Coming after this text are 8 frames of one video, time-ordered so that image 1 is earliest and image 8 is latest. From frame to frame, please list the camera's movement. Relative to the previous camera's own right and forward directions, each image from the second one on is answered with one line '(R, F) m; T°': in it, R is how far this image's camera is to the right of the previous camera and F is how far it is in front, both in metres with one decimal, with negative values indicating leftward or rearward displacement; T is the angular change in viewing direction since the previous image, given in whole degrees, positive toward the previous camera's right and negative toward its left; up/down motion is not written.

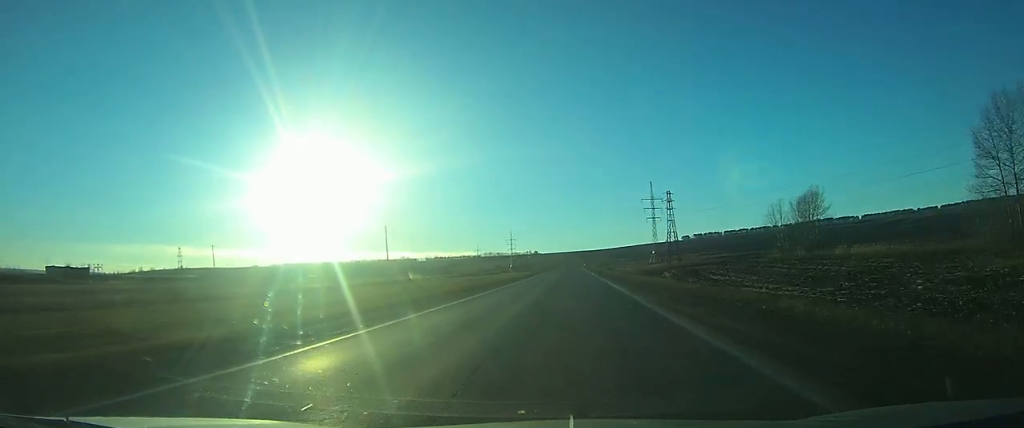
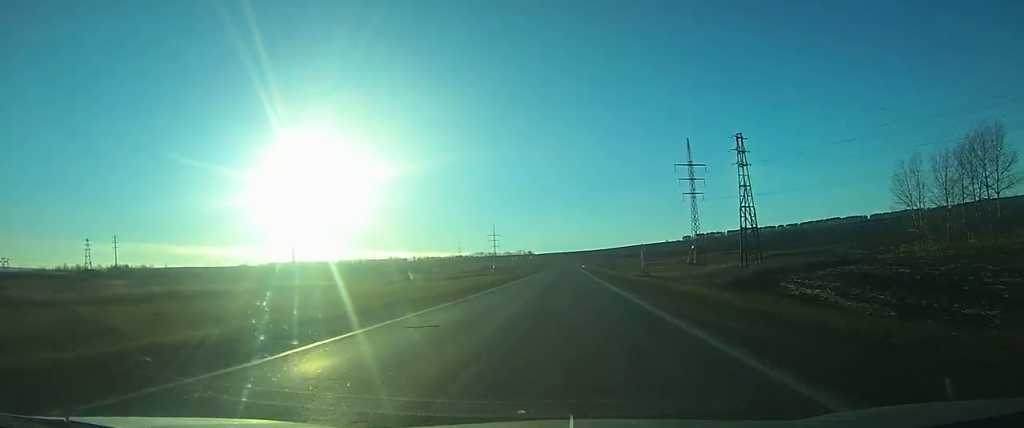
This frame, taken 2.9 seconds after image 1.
(+0.2, +68.1) m; 0°
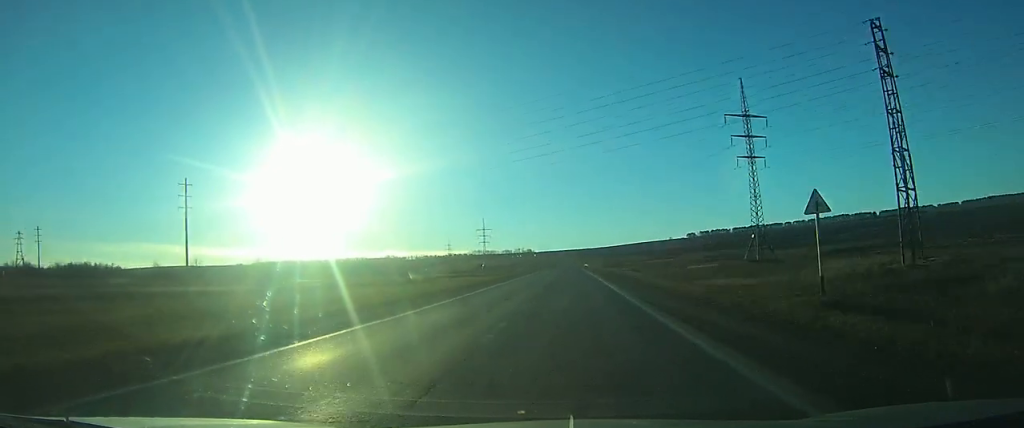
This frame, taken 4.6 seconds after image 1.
(0.0, +43.0) m; 0°
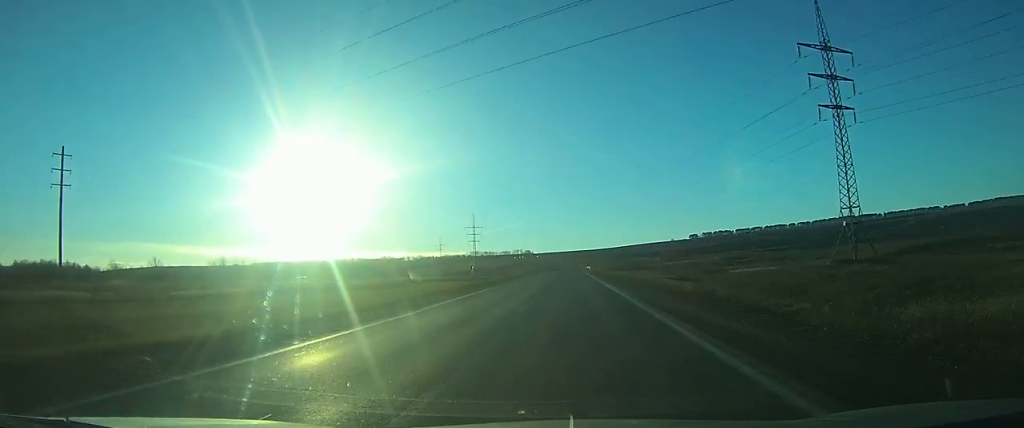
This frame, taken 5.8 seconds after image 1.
(0.0, +29.9) m; 0°
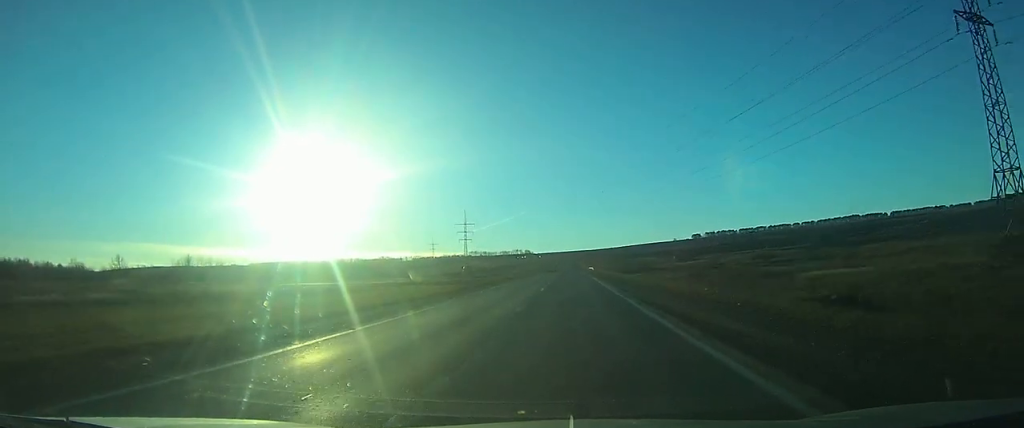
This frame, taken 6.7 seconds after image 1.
(0.0, +22.7) m; 0°
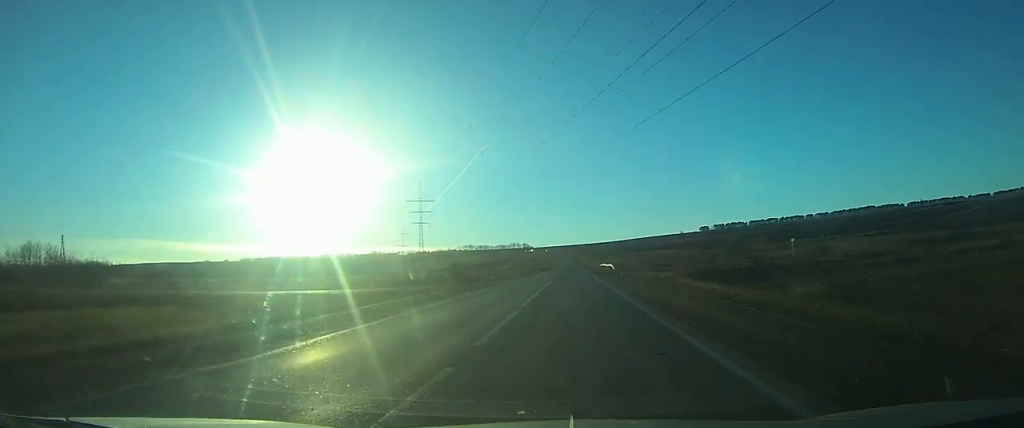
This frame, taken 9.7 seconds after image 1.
(-0.1, +66.9) m; 0°
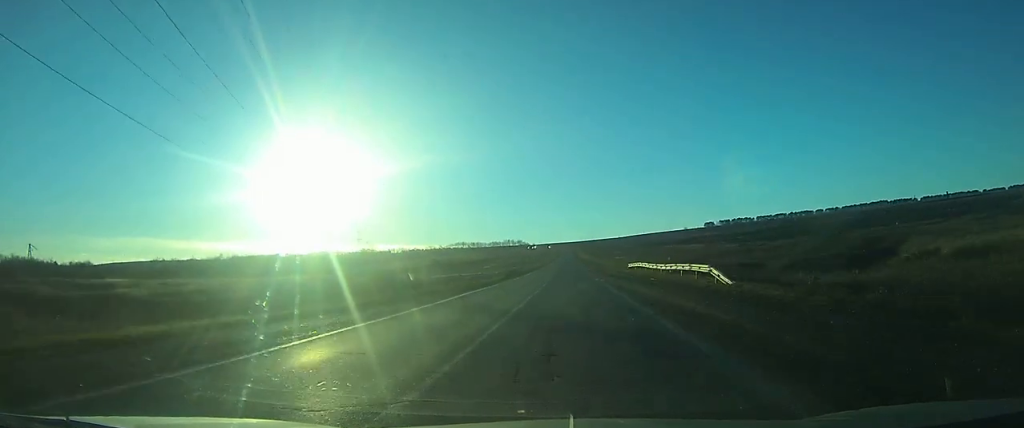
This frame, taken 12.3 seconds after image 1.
(+0.1, +57.7) m; 0°
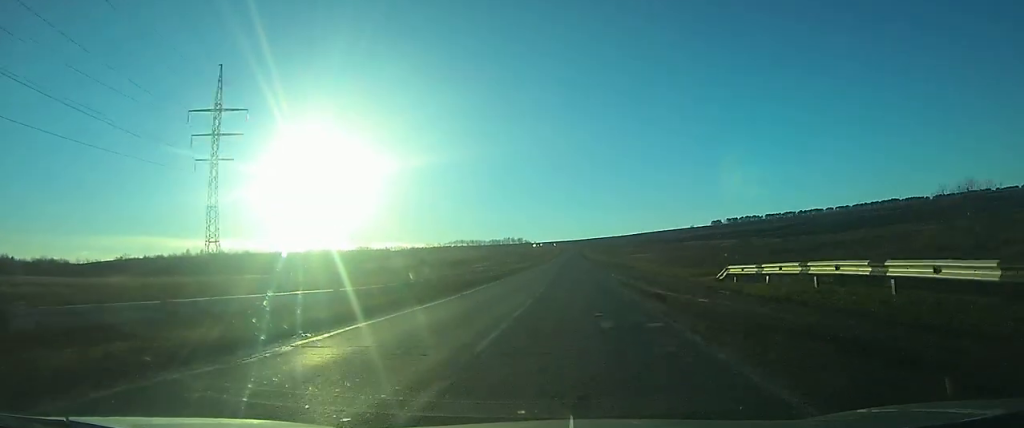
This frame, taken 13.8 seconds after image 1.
(0.0, +35.0) m; 0°
